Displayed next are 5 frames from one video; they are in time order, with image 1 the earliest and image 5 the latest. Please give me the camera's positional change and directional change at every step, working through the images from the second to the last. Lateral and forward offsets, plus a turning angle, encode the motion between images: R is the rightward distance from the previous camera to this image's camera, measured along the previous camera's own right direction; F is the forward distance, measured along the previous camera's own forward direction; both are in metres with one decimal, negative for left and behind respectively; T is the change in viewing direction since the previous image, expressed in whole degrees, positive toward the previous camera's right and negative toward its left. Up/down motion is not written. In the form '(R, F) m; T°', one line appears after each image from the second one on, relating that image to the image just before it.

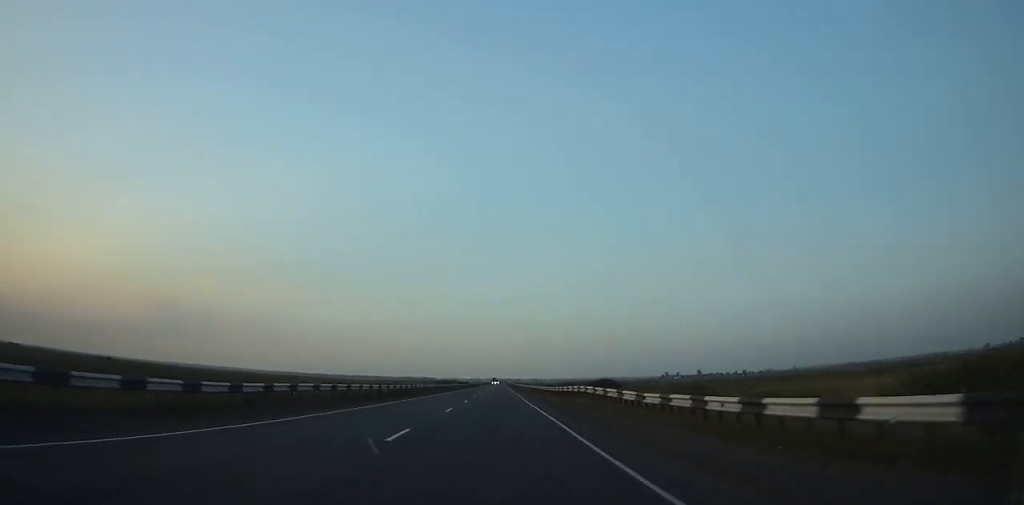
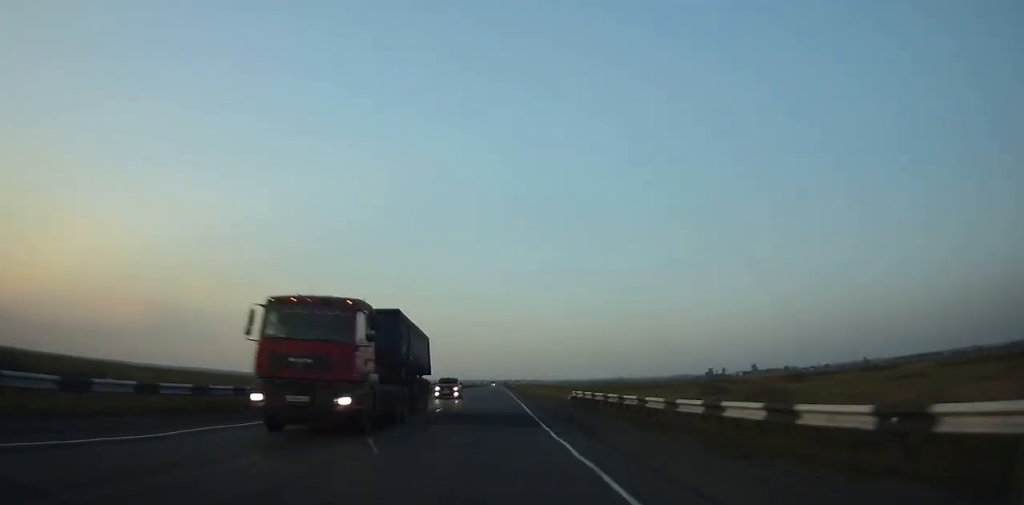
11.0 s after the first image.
(+2.1, +258.6) m; 0°
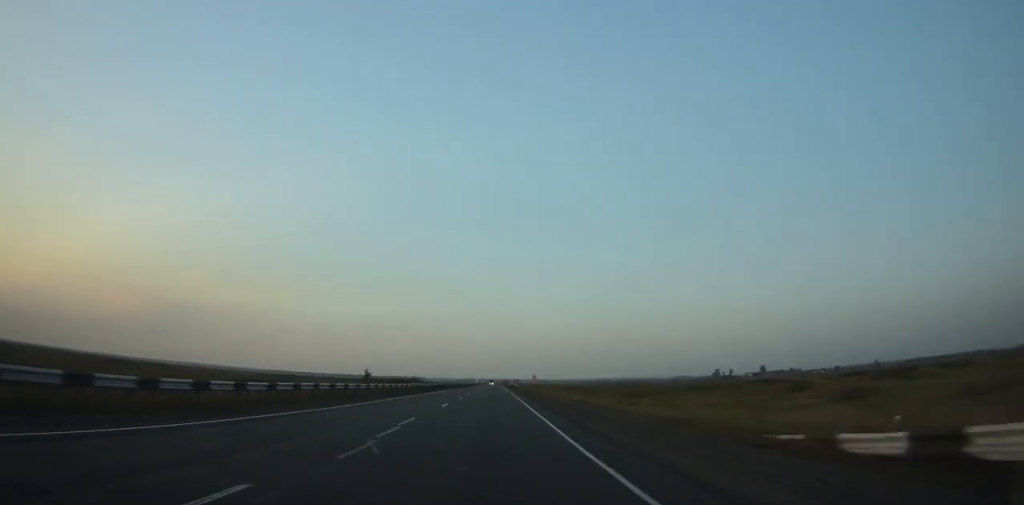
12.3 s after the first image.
(0.0, +31.4) m; 0°
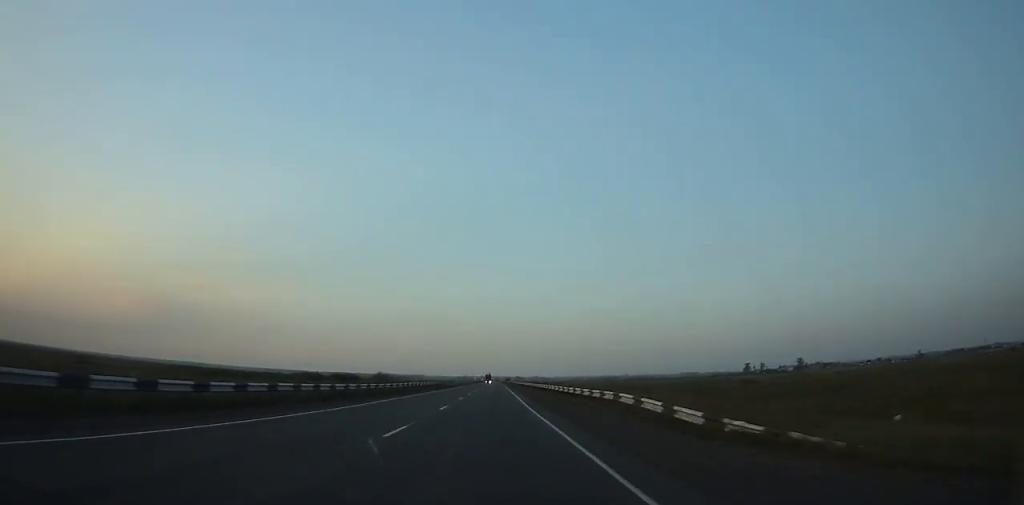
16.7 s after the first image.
(-0.4, +109.2) m; 0°
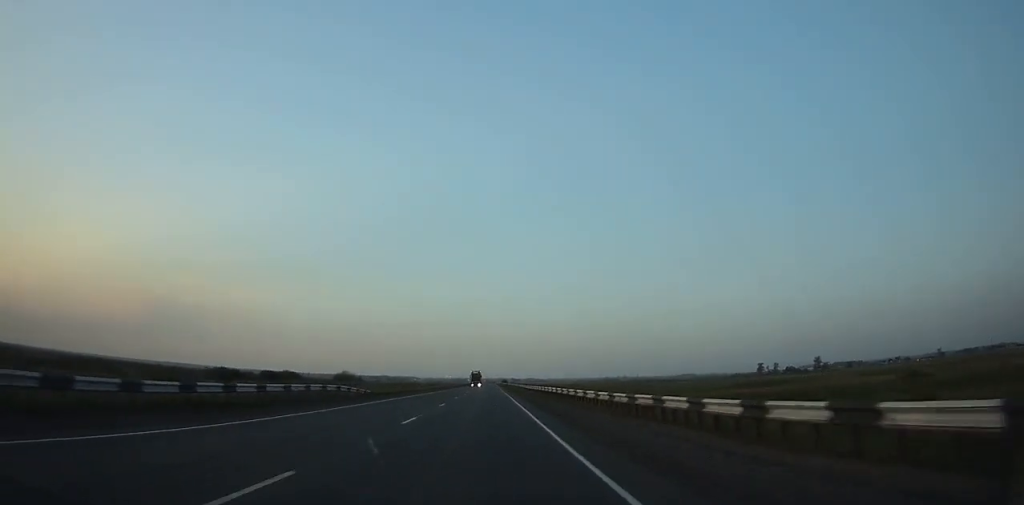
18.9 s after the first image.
(0.0, +56.1) m; 0°
